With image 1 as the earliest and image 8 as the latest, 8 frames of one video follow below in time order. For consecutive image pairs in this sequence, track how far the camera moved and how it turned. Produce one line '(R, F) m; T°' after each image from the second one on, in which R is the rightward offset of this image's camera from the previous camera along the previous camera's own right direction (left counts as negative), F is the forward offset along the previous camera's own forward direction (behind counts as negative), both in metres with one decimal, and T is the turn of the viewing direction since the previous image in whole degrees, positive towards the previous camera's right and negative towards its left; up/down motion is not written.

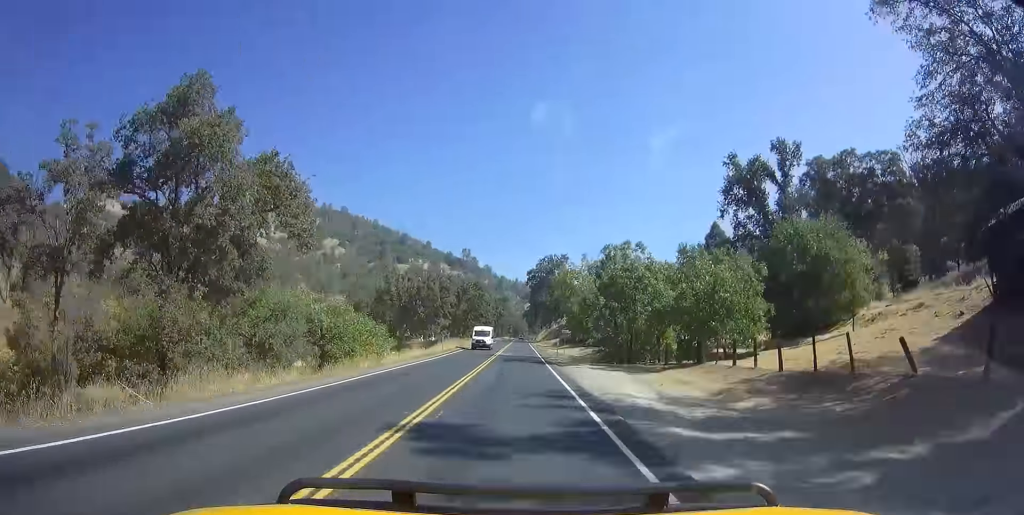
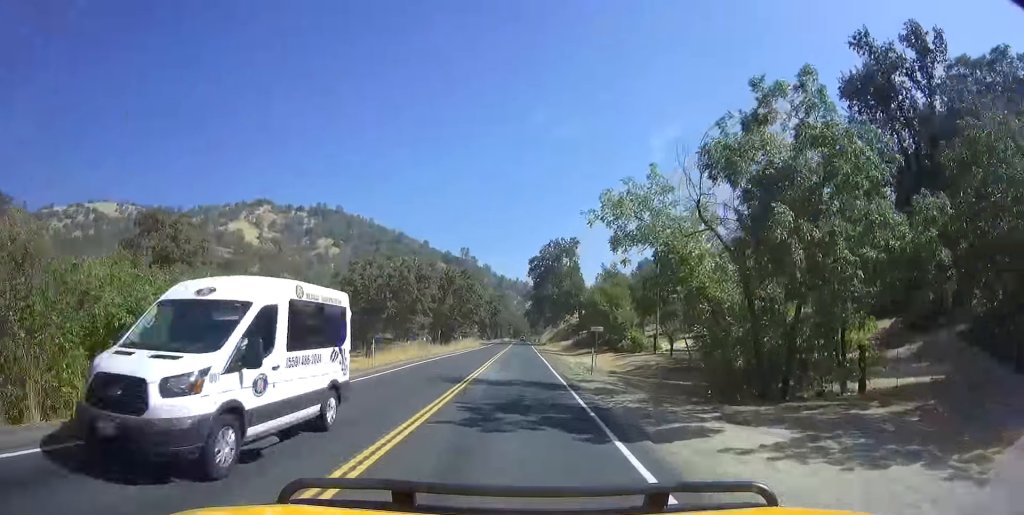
(+0.5, +23.1) m; +1°
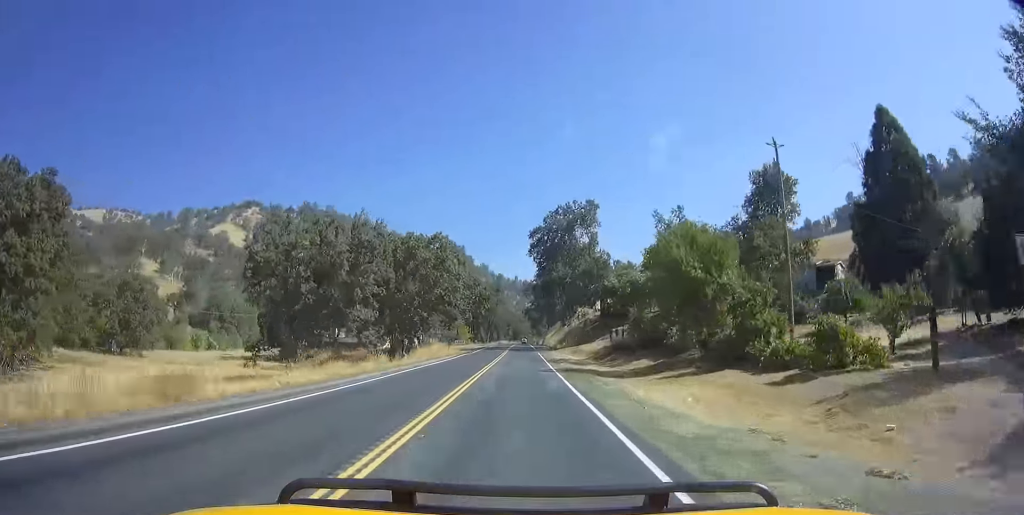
(-0.1, +30.2) m; -1°
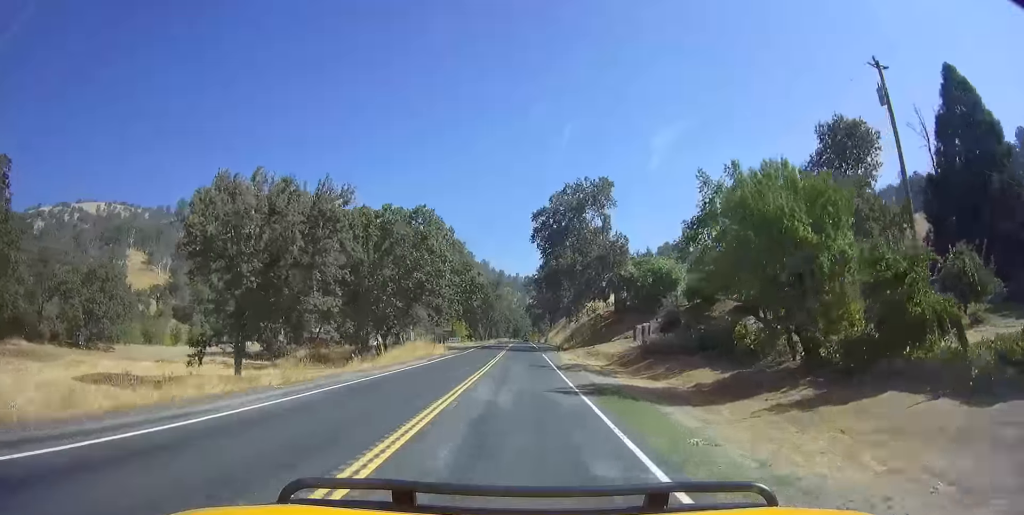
(-0.2, +10.8) m; 0°
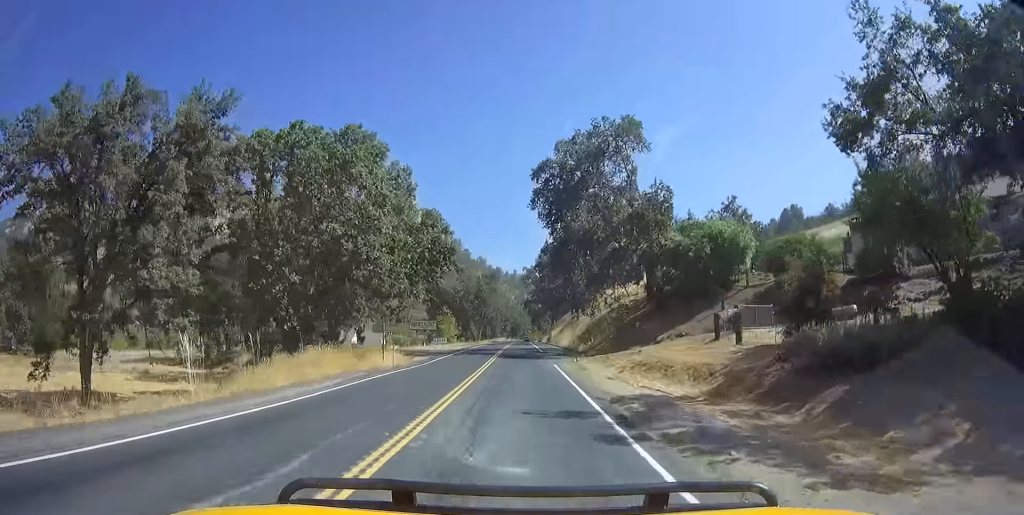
(-0.1, +18.6) m; 0°
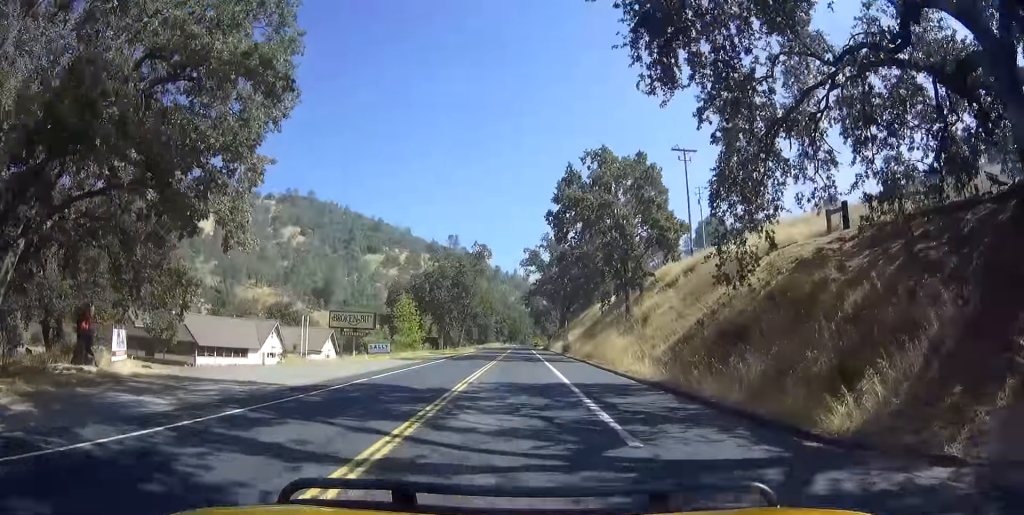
(+0.5, +40.8) m; -1°
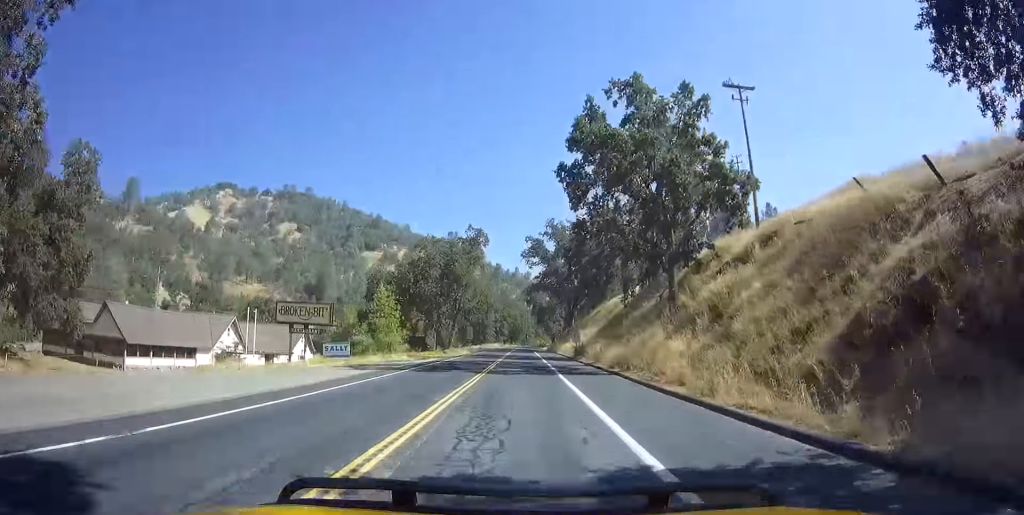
(-0.4, +13.3) m; 0°
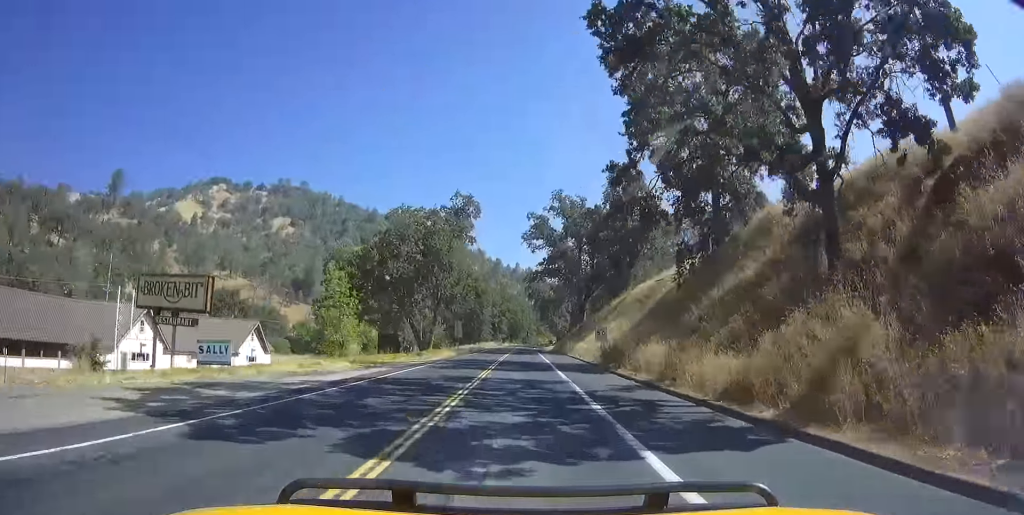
(0.0, +17.9) m; 0°
